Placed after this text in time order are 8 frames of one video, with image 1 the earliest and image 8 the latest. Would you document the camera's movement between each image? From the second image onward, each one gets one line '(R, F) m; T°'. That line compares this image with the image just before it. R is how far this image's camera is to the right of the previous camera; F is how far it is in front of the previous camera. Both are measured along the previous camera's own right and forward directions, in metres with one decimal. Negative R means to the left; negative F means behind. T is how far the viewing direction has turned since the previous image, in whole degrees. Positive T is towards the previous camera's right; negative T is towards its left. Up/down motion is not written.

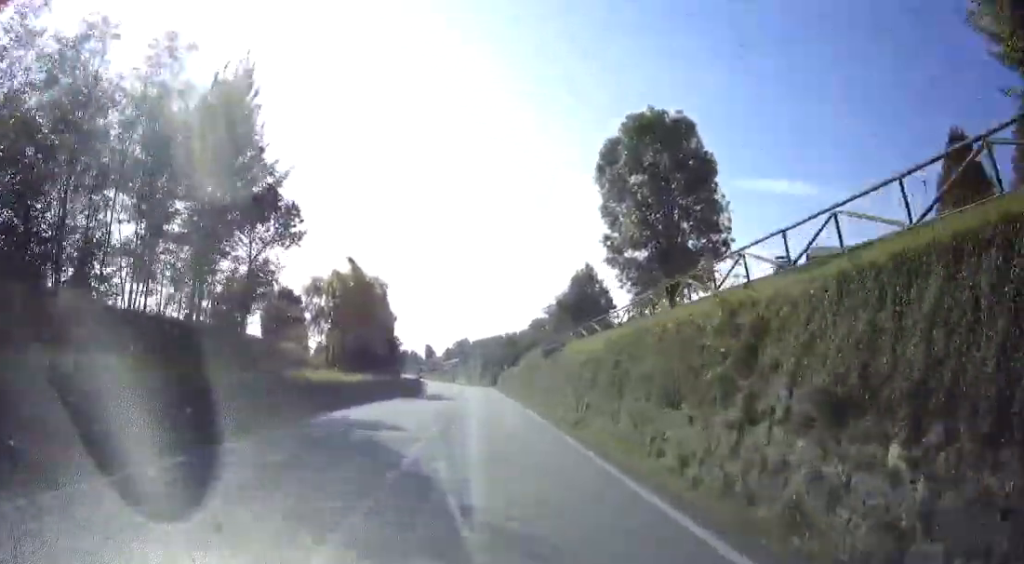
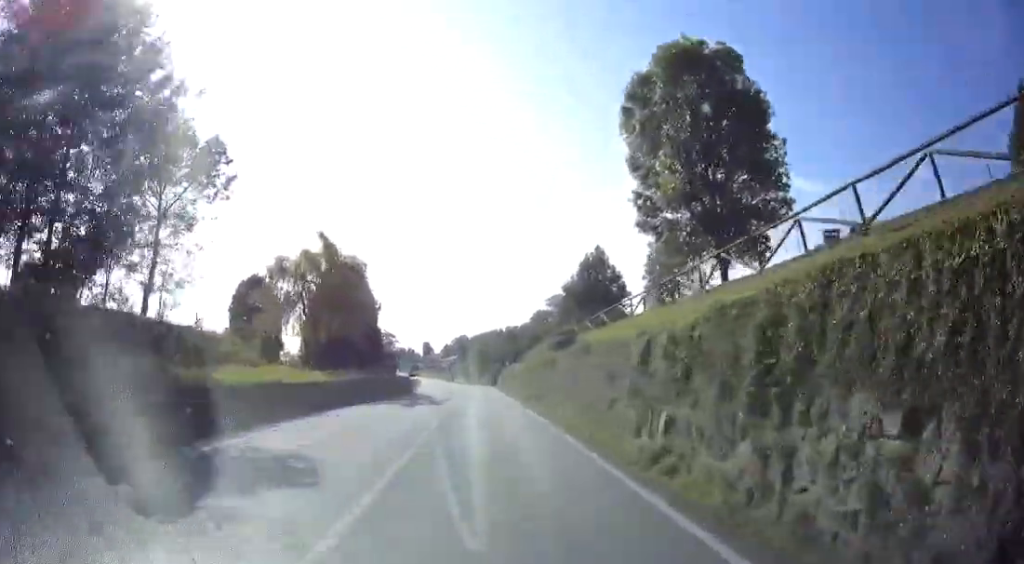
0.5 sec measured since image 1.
(-0.2, +8.7) m; 0°
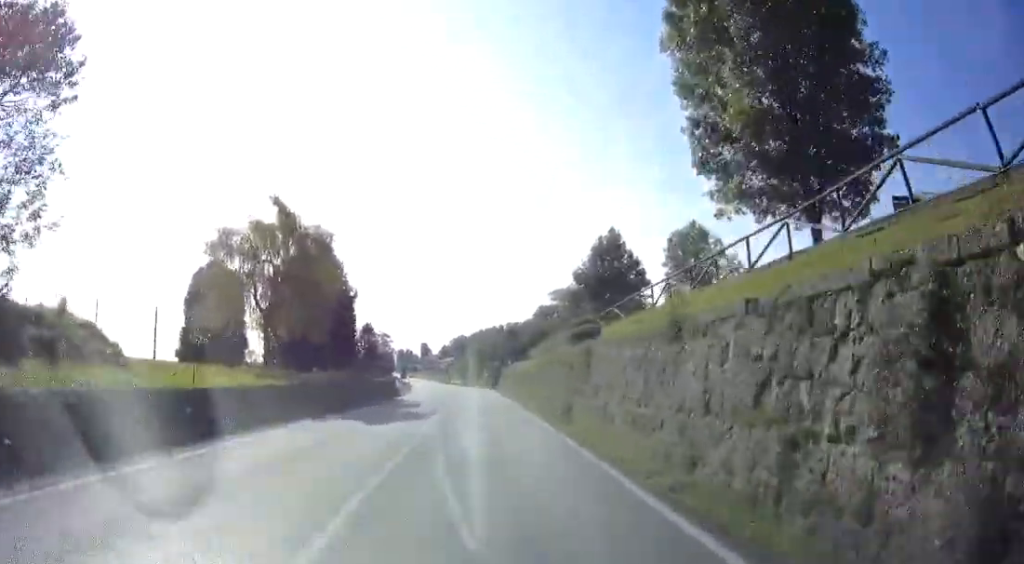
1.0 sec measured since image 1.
(-0.2, +8.7) m; 0°
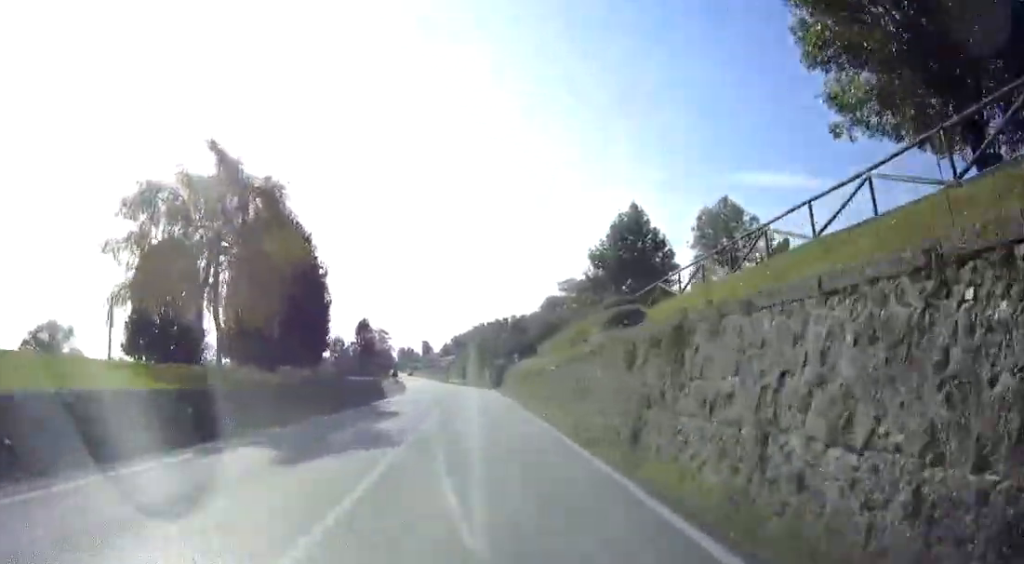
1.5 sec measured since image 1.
(+0.2, +8.2) m; 0°
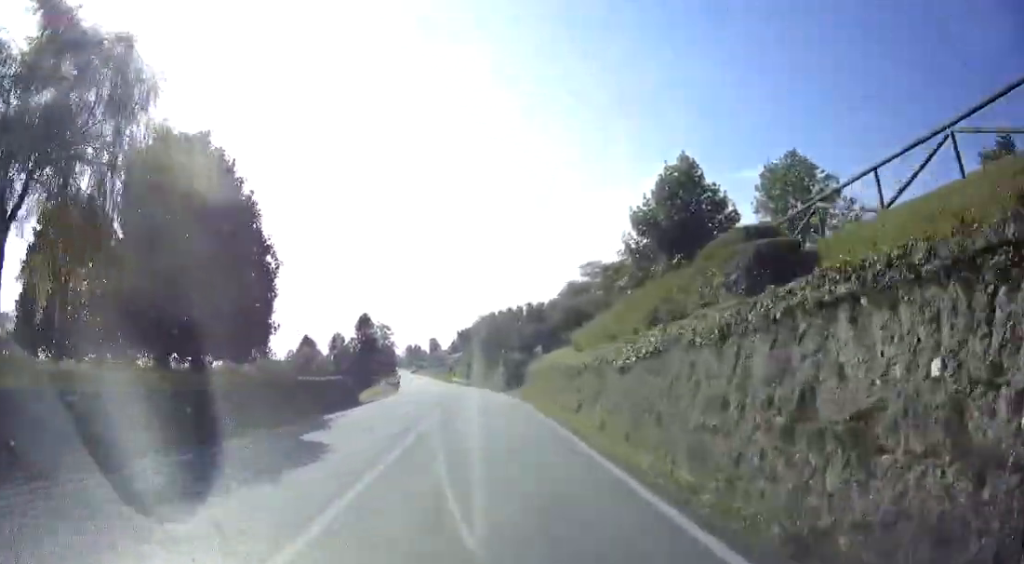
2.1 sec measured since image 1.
(+0.2, +11.8) m; -1°
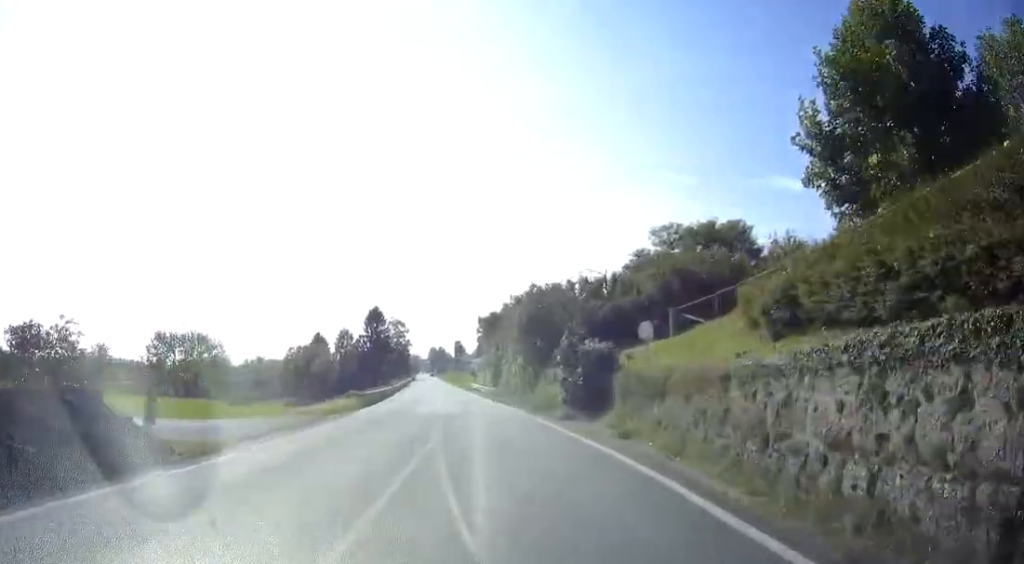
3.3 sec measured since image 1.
(-0.8, +21.3) m; -3°
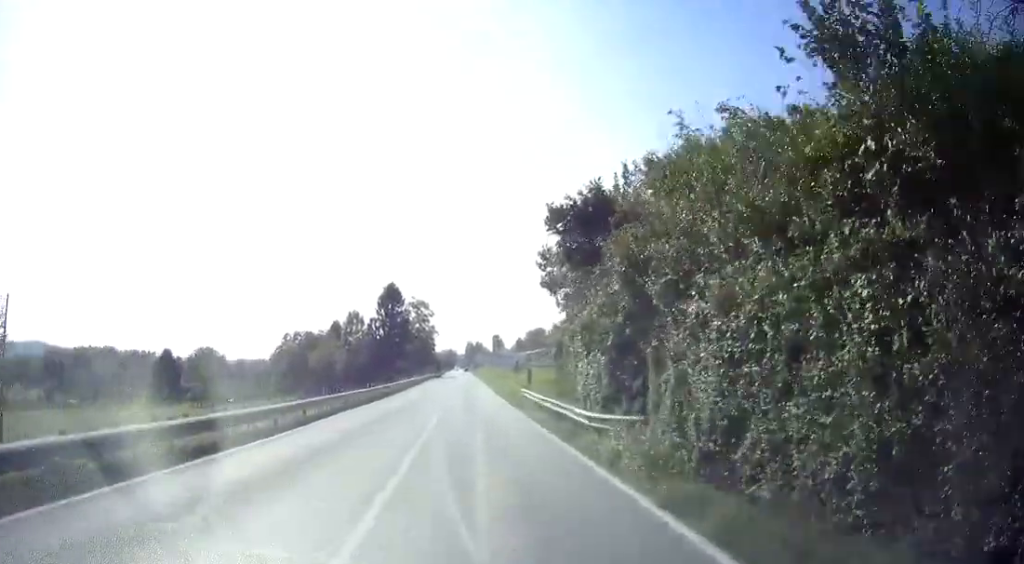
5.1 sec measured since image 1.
(-0.9, +30.6) m; -4°
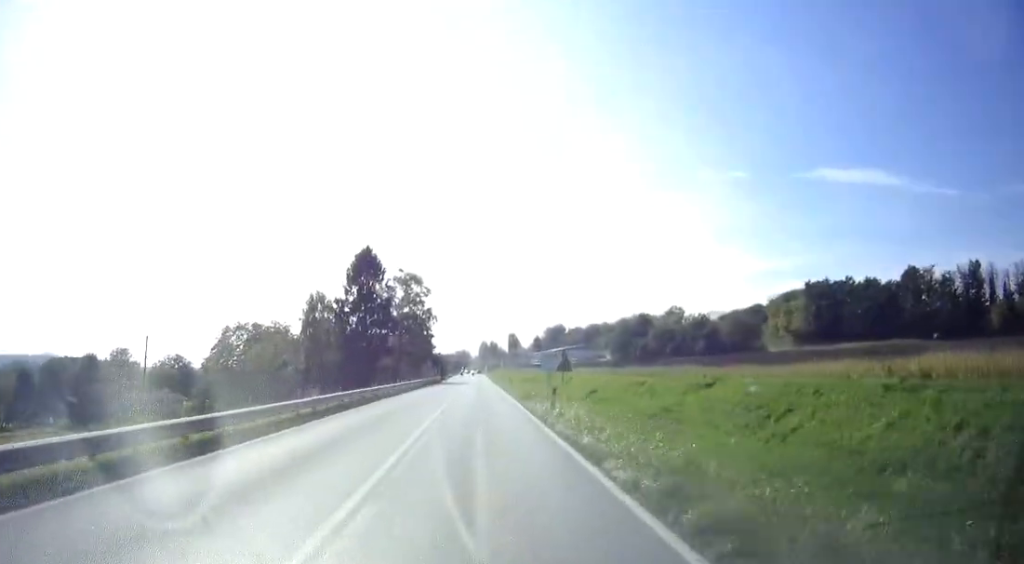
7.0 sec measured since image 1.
(-0.1, +34.7) m; 0°
